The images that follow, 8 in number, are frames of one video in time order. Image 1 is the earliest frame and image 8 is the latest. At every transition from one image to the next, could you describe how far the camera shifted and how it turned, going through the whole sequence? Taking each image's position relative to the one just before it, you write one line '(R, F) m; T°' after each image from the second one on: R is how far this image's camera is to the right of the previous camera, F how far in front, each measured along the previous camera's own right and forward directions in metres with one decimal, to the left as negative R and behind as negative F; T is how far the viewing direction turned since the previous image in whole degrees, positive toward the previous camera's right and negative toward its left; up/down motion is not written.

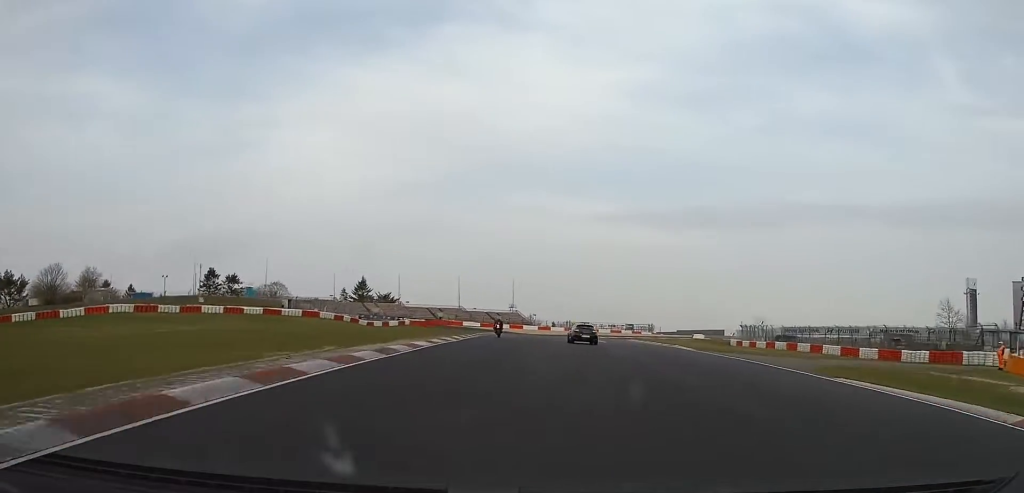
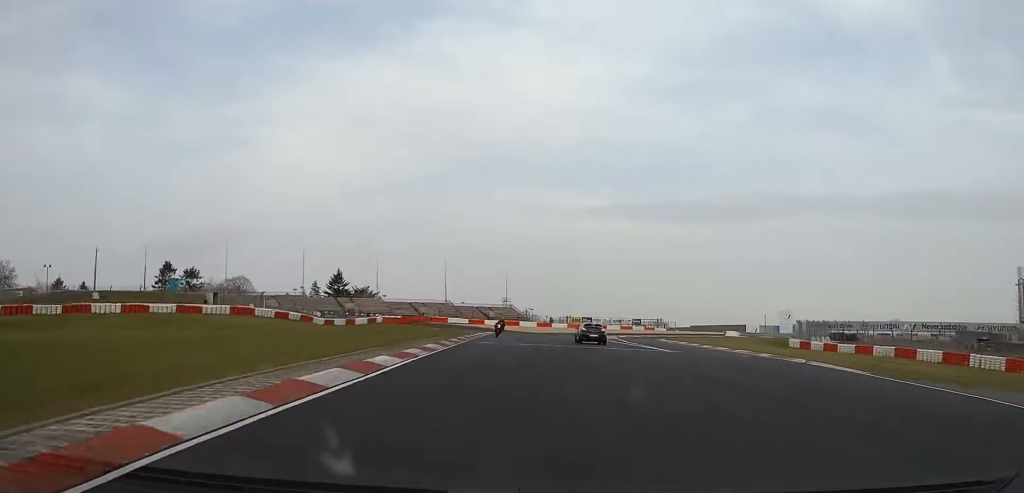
(+1.3, +26.9) m; +4°
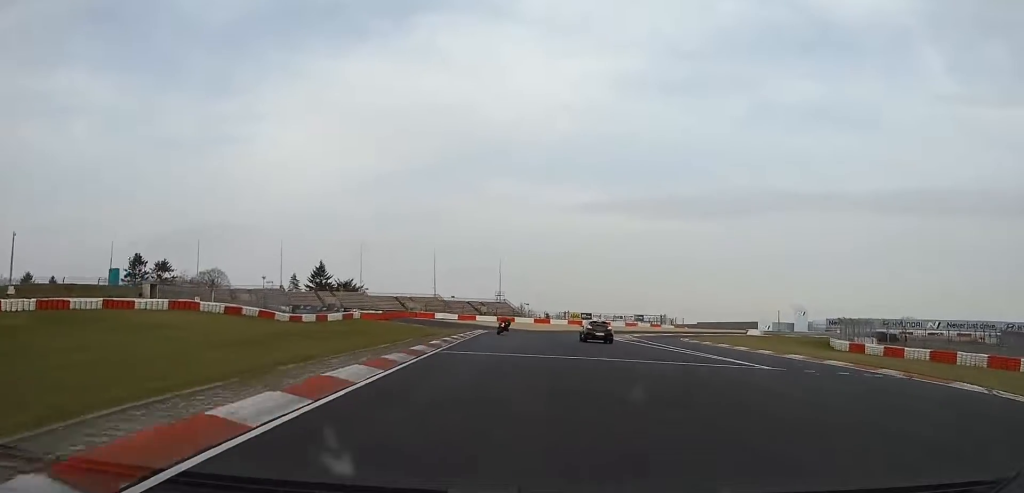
(+0.2, +14.8) m; +1°
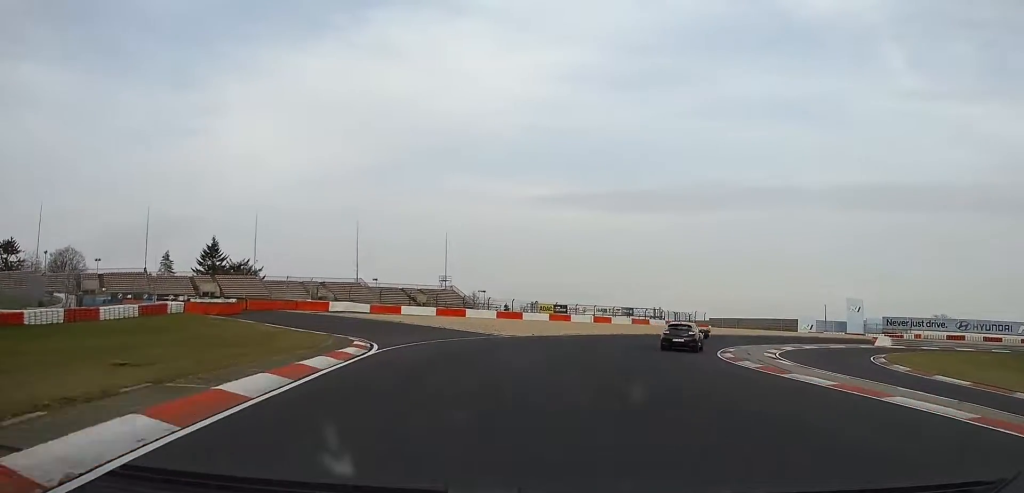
(+0.7, +54.5) m; +4°
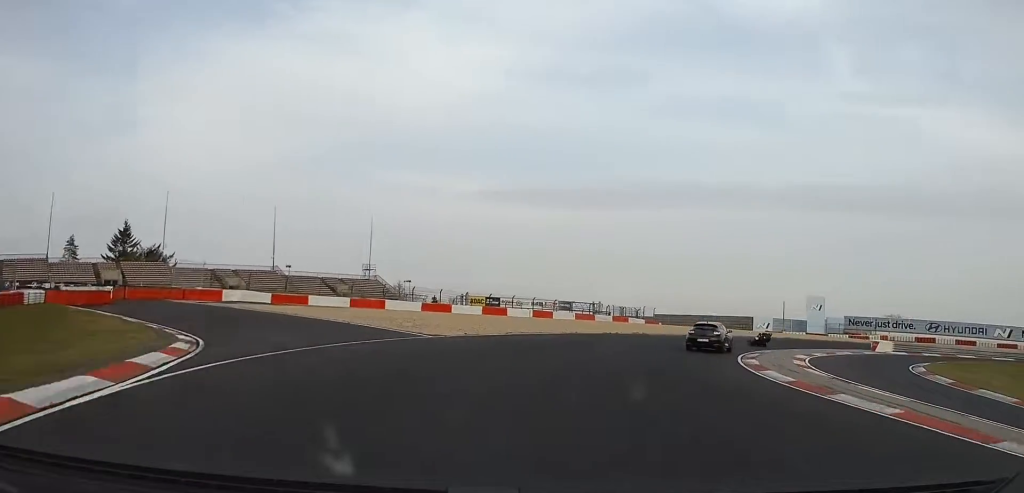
(+0.6, +12.2) m; +7°
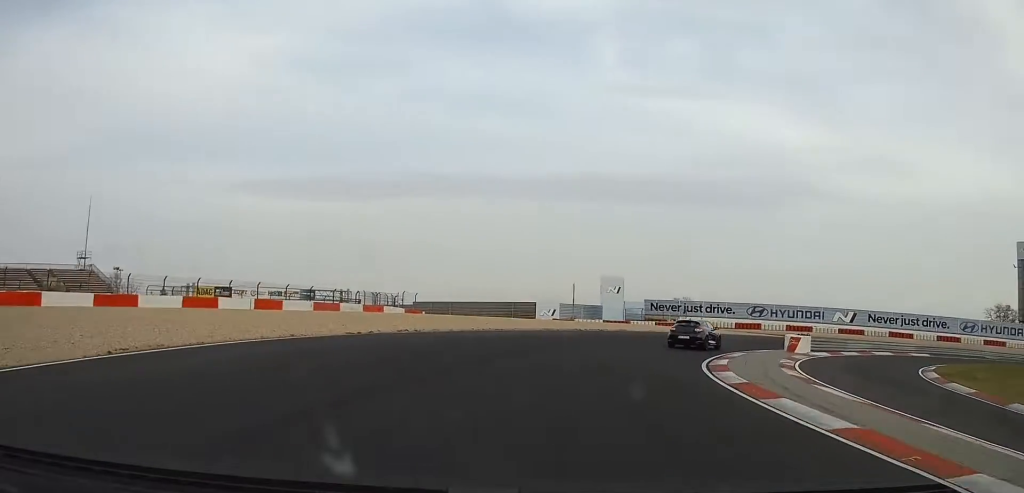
(+2.8, +22.4) m; +19°
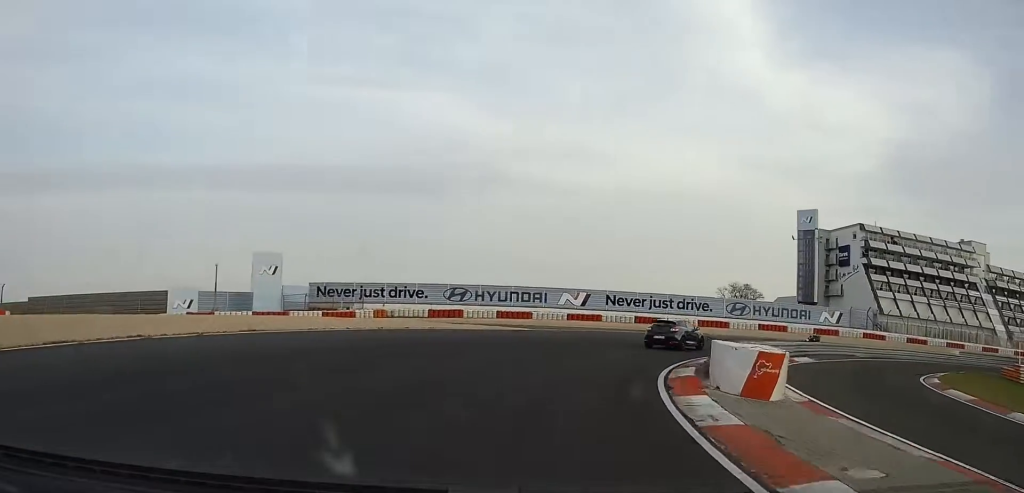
(+6.0, +24.6) m; +28°
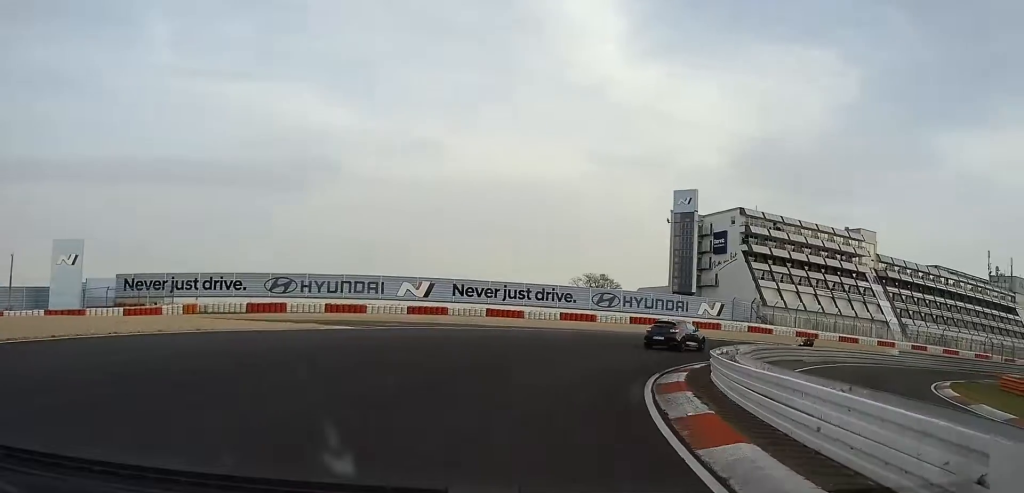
(+1.7, +11.9) m; +13°
